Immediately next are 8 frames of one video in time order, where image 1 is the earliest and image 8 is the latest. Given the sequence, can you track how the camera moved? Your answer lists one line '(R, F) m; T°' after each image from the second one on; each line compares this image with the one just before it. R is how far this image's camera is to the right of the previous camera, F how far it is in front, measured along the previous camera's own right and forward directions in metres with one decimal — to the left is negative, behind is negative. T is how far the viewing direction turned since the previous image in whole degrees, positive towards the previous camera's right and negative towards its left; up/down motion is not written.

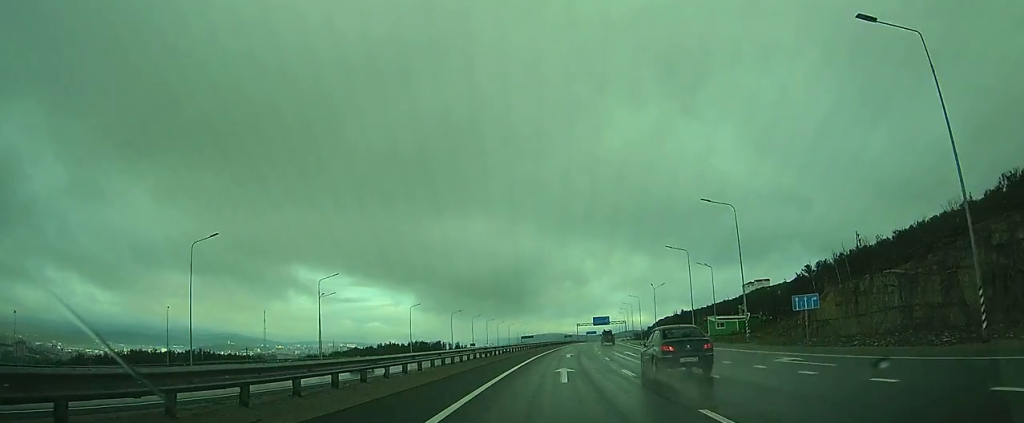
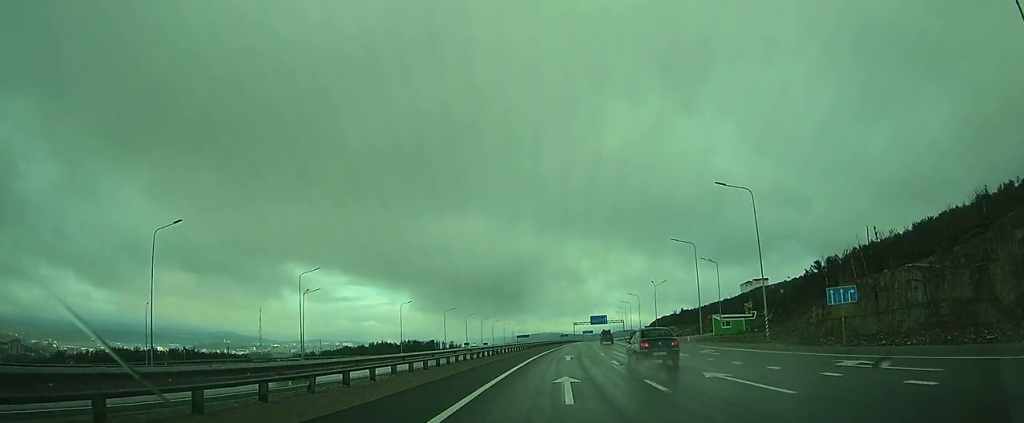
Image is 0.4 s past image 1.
(+0.1, +5.5) m; +1°
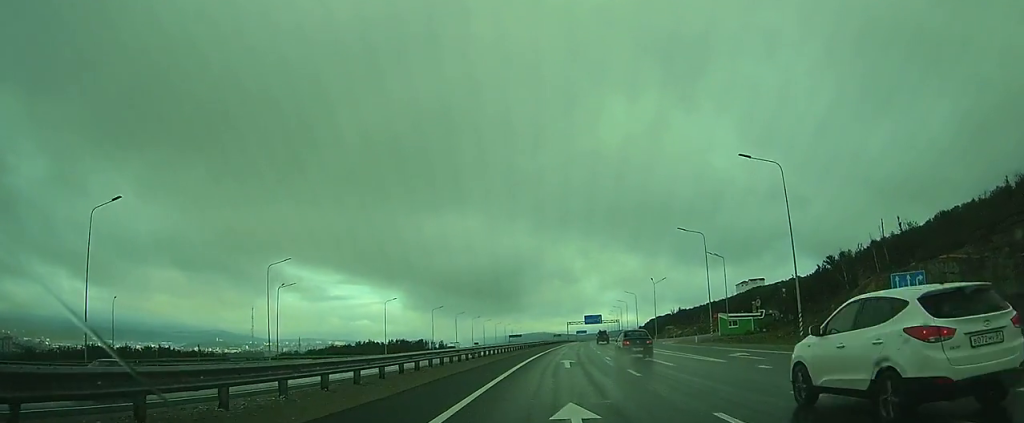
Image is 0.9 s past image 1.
(0.0, +7.4) m; +1°
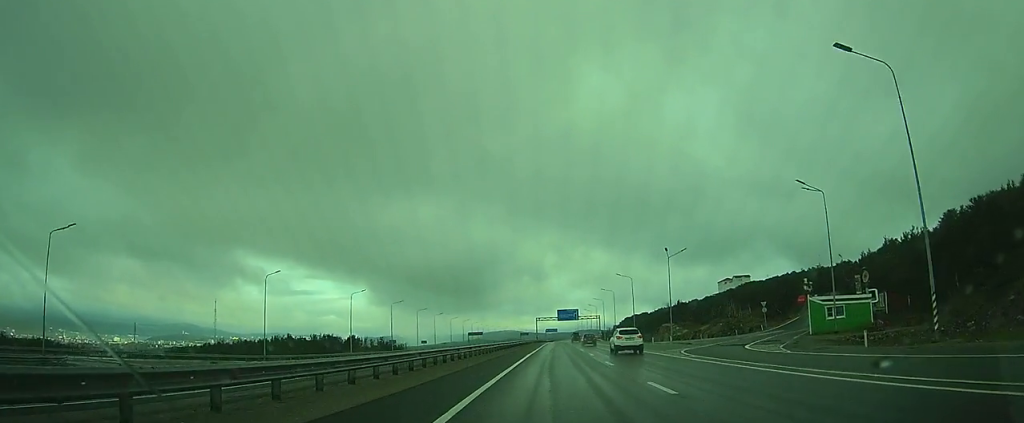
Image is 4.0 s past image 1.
(+1.6, +43.1) m; +4°
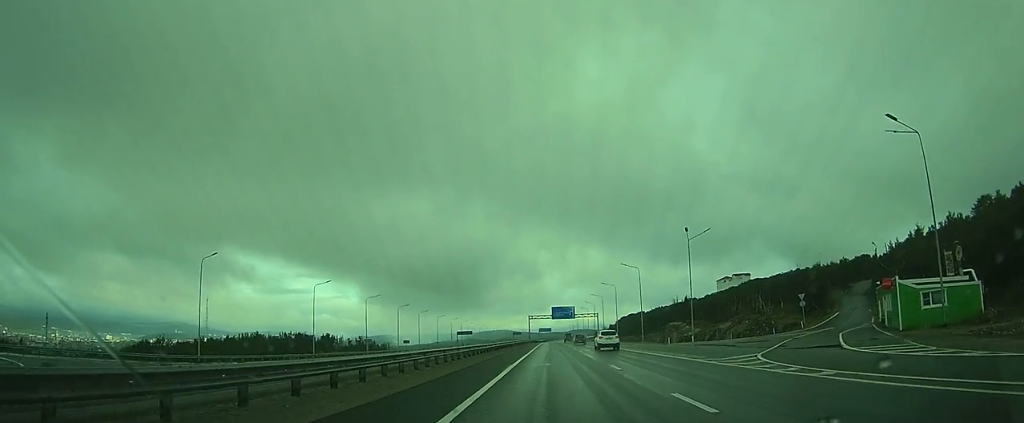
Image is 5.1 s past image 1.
(0.0, +15.9) m; +1°
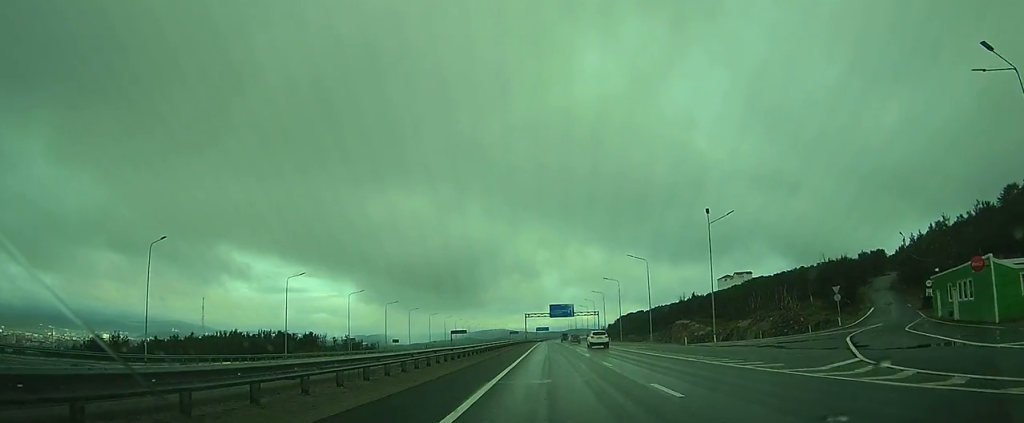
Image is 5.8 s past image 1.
(+0.1, +10.0) m; +1°
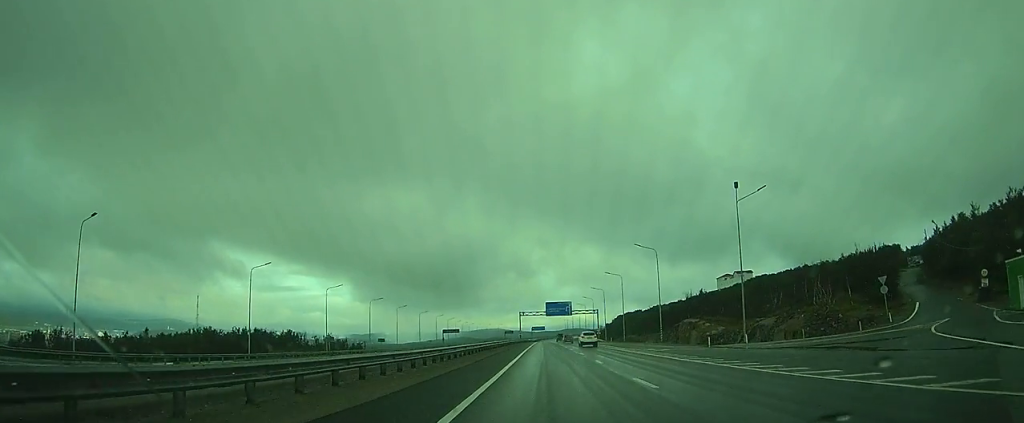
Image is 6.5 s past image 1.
(0.0, +10.5) m; 0°
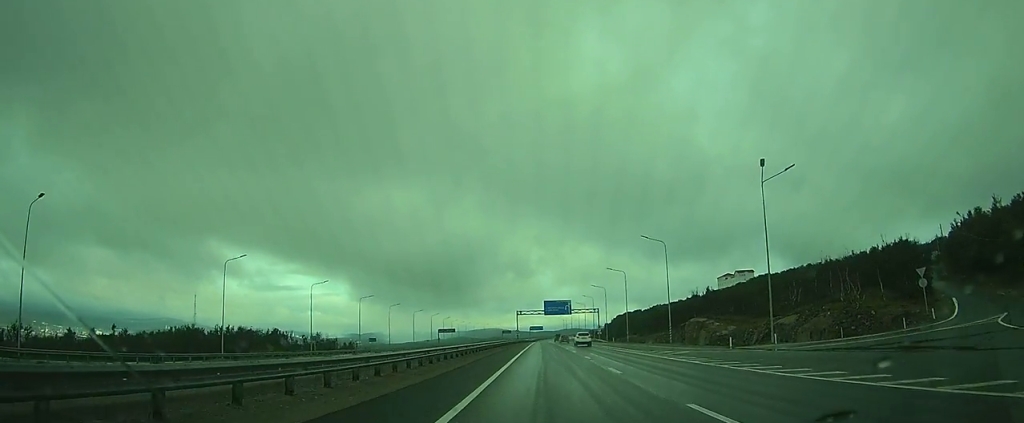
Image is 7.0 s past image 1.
(0.0, +6.7) m; 0°
